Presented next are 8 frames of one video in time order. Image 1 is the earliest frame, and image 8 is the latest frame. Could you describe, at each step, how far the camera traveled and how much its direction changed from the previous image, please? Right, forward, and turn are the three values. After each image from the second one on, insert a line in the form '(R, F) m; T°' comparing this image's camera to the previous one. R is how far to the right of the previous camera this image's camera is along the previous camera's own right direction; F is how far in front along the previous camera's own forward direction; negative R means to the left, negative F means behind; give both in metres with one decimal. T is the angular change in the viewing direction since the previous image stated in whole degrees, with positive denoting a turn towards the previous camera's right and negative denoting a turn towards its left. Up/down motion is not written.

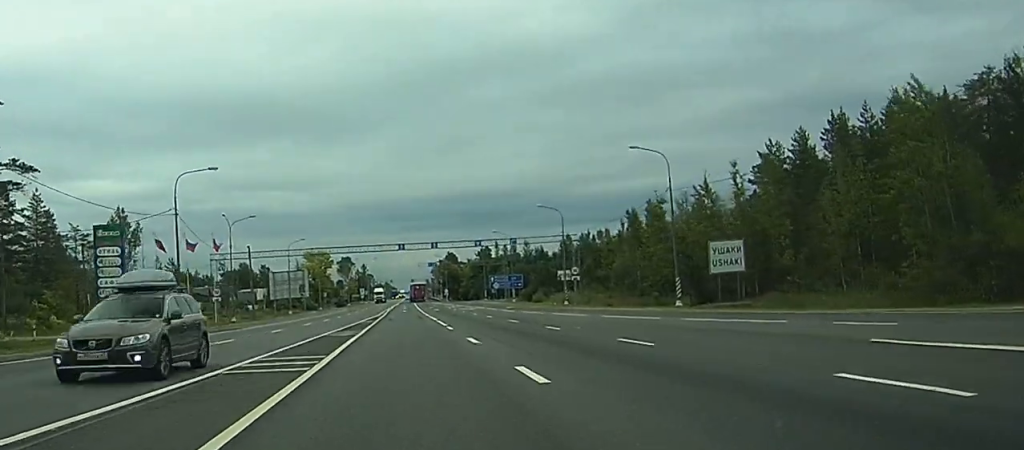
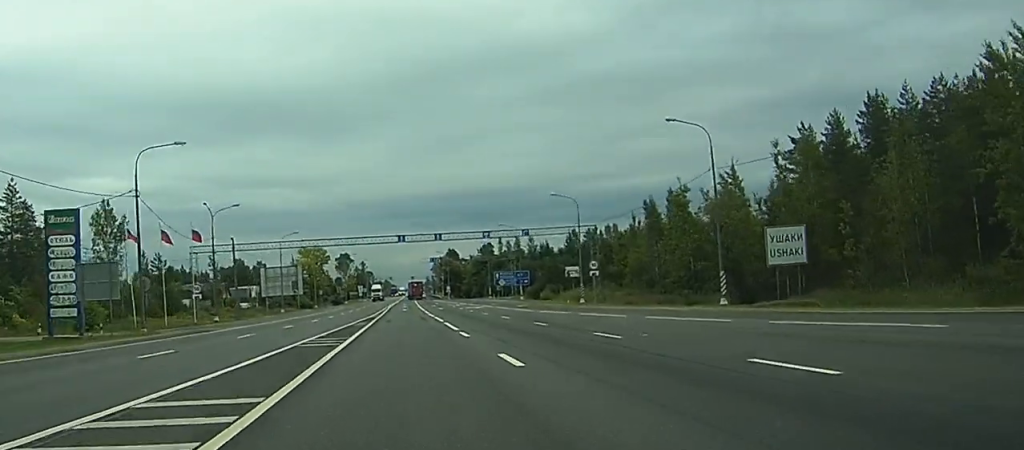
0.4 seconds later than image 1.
(+0.1, +9.5) m; 0°
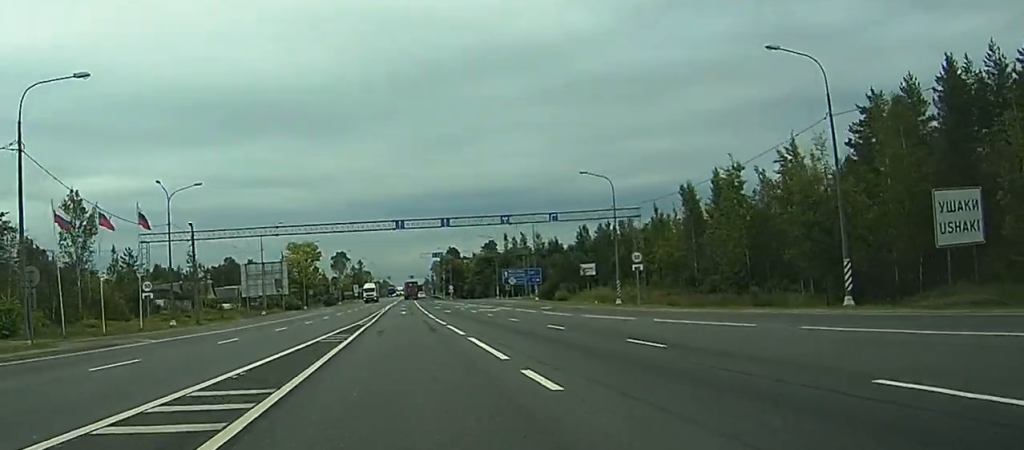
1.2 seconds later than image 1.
(+0.1, +17.1) m; 0°
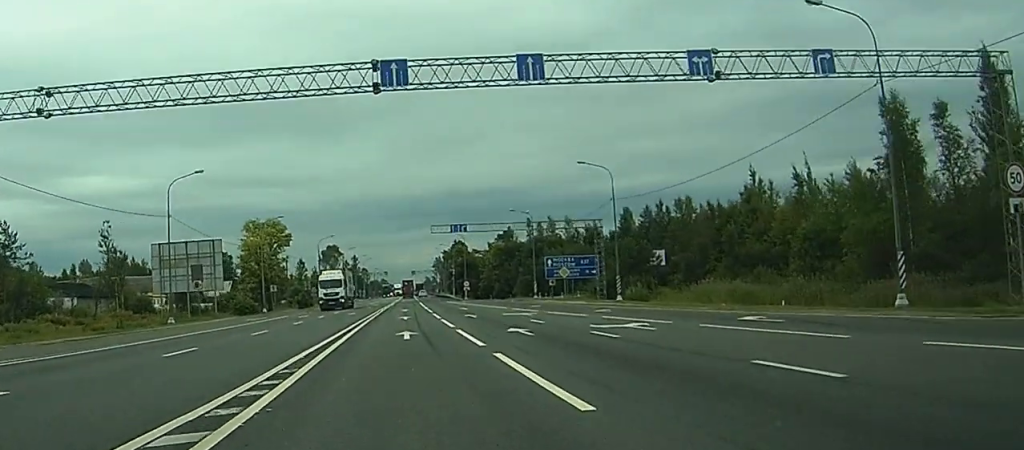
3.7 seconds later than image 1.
(-0.1, +48.5) m; 0°
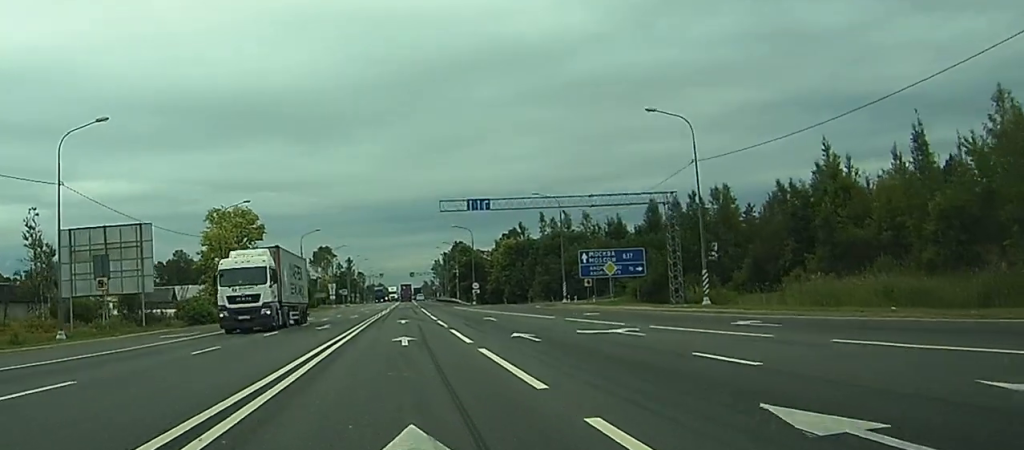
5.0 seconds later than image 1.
(+0.1, +23.0) m; 0°
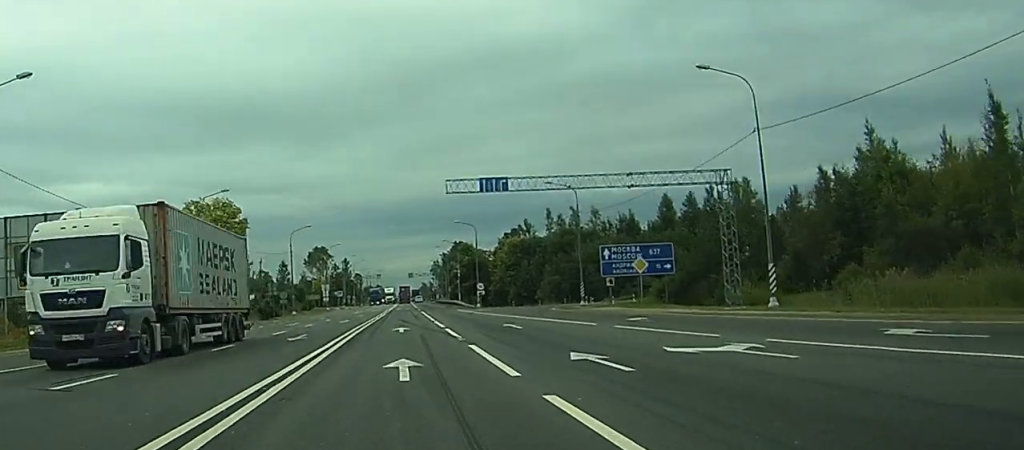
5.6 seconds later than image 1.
(0.0, +10.2) m; 0°
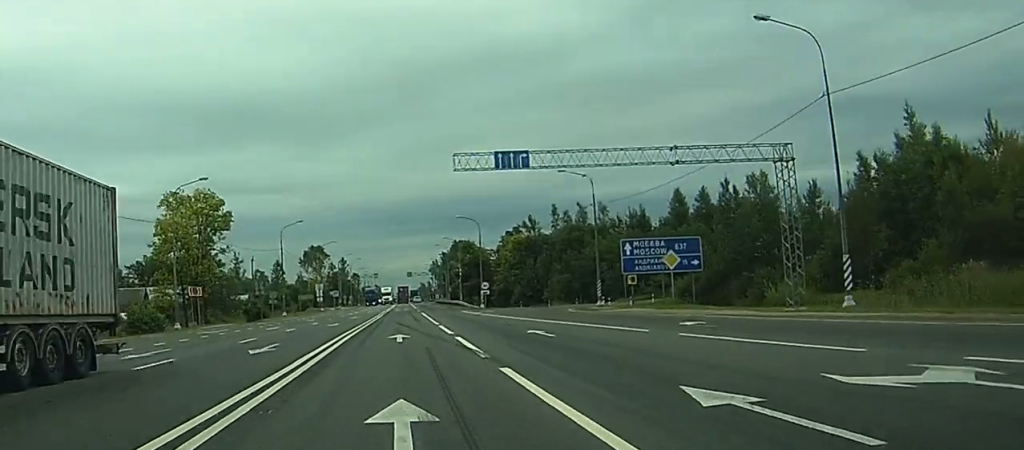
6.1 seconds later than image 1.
(0.0, +7.8) m; 0°
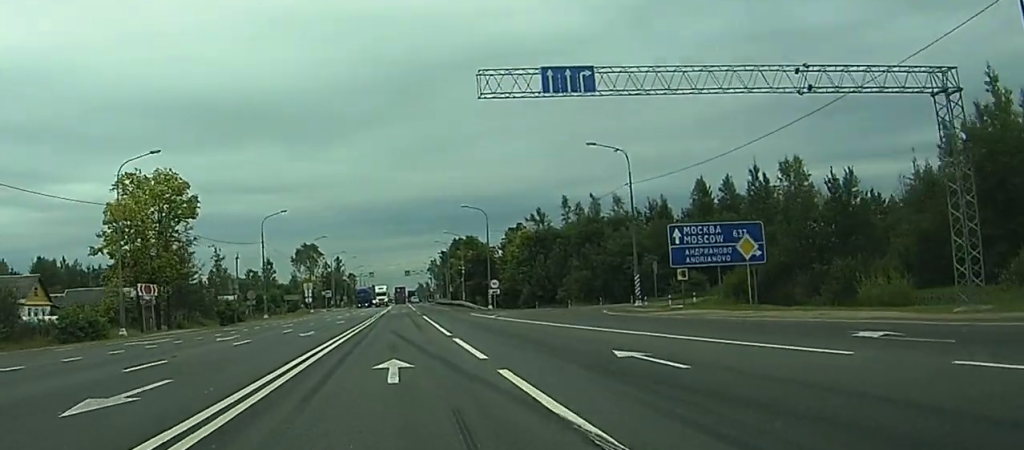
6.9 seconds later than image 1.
(0.0, +13.1) m; 0°
